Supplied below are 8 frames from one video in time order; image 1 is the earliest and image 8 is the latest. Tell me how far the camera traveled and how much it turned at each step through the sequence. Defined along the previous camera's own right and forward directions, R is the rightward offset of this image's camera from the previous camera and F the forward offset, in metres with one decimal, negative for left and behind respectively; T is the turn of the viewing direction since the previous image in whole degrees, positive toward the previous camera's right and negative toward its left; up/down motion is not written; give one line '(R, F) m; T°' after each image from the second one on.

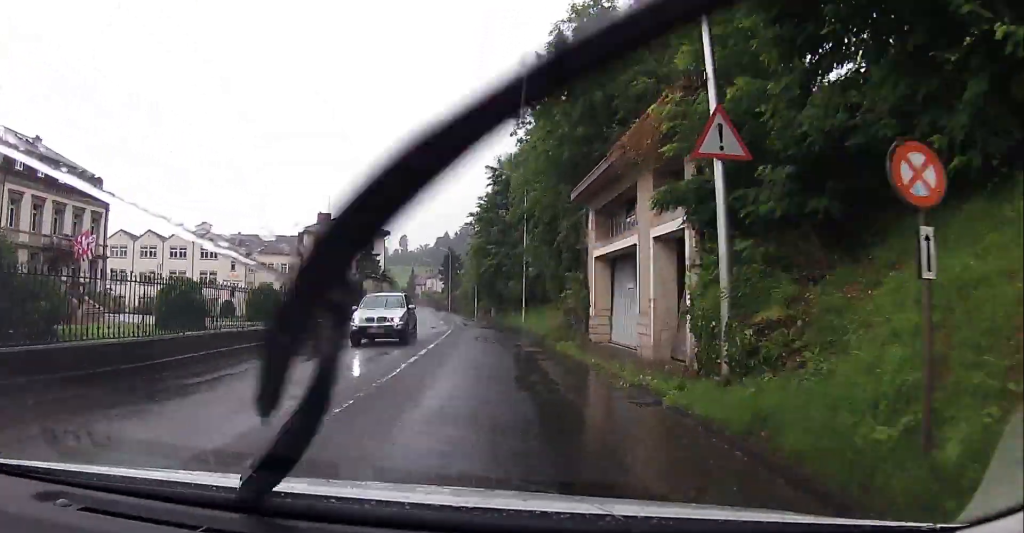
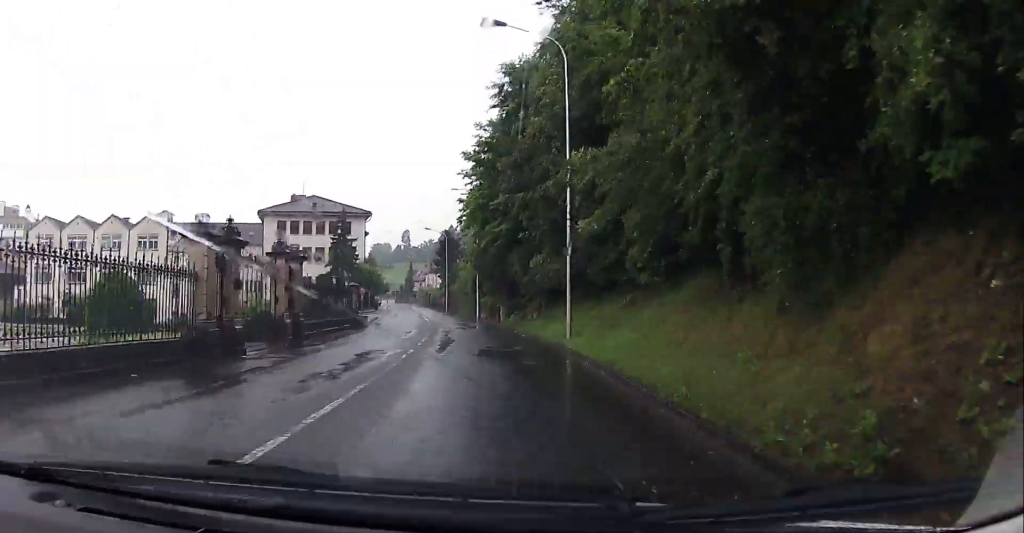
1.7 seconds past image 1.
(-0.6, +23.3) m; -4°
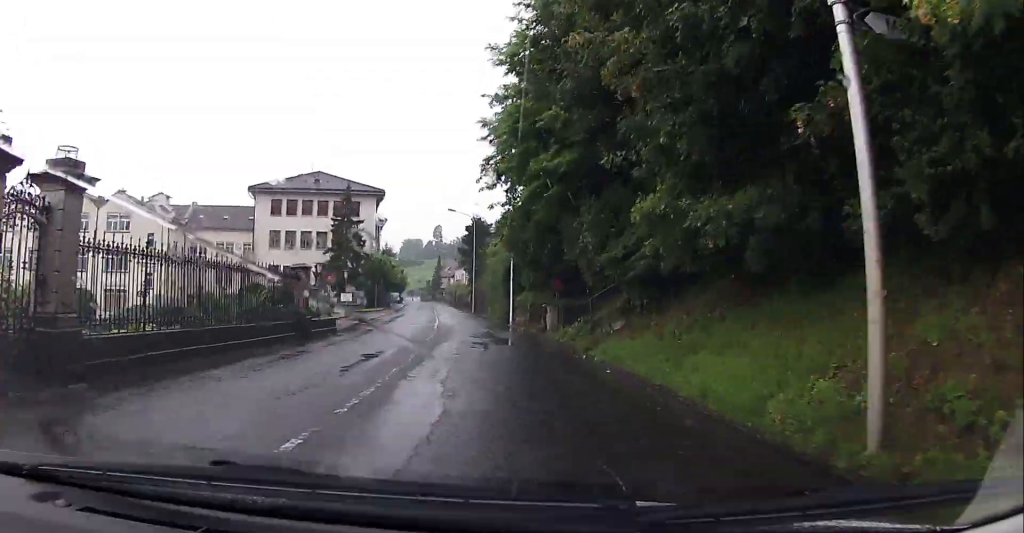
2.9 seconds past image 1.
(-0.4, +15.7) m; -2°
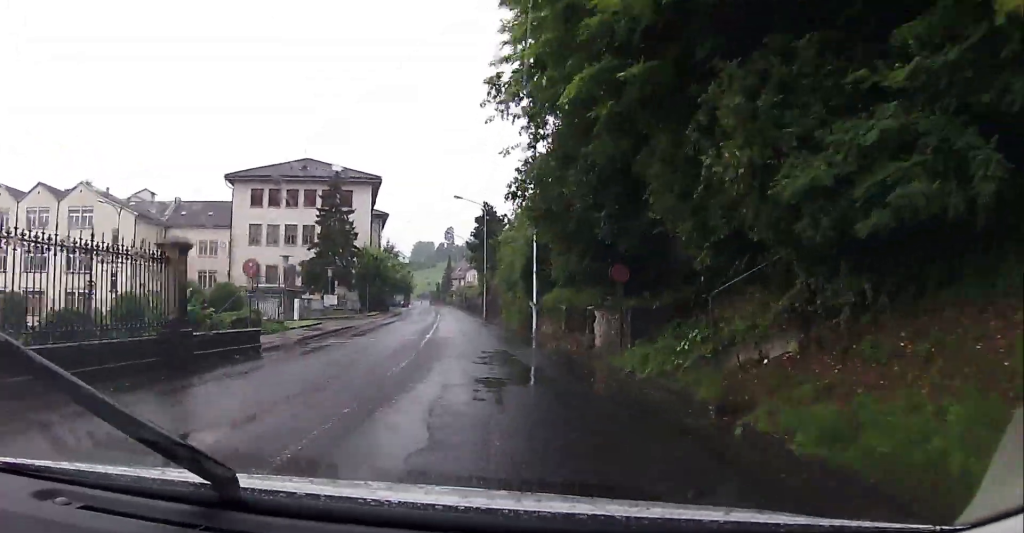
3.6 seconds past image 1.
(+0.1, +10.6) m; -1°
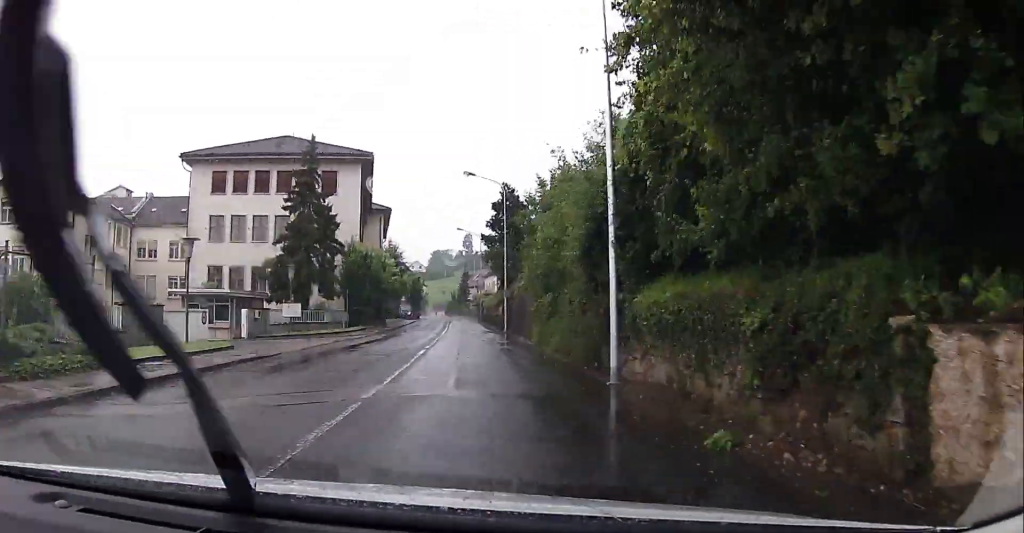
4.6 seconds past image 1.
(-0.3, +14.0) m; -3°
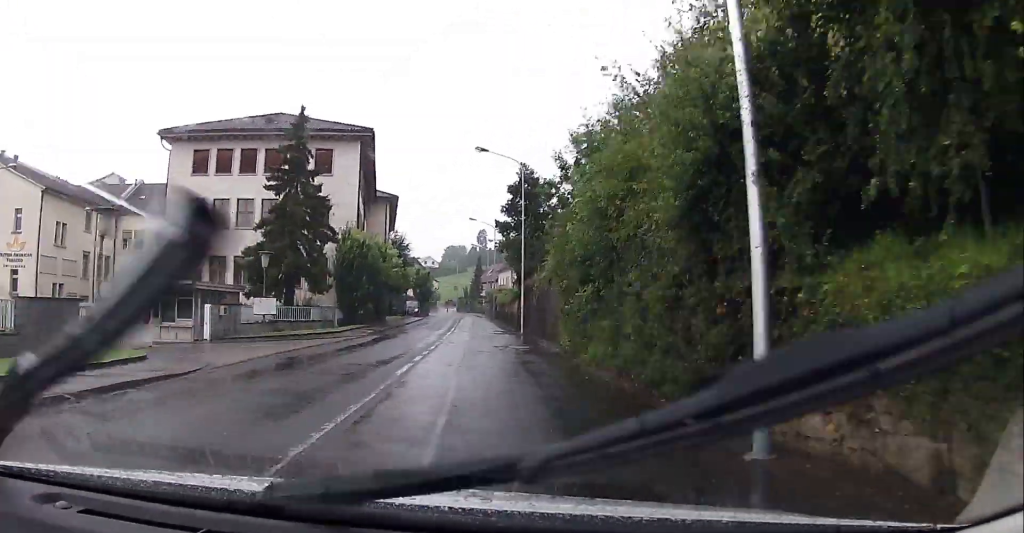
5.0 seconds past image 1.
(-0.1, +6.3) m; -1°
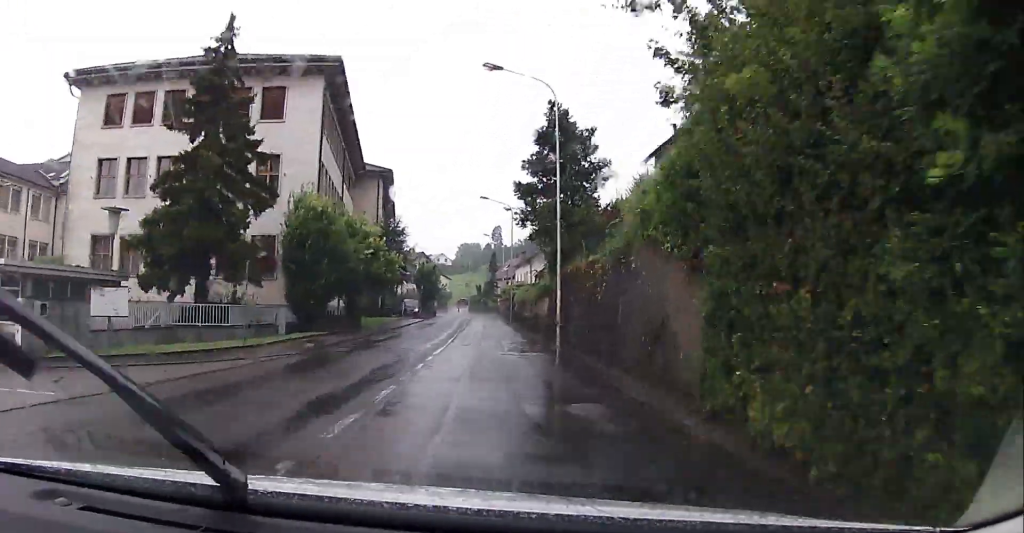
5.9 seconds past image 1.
(-0.3, +13.7) m; -1°
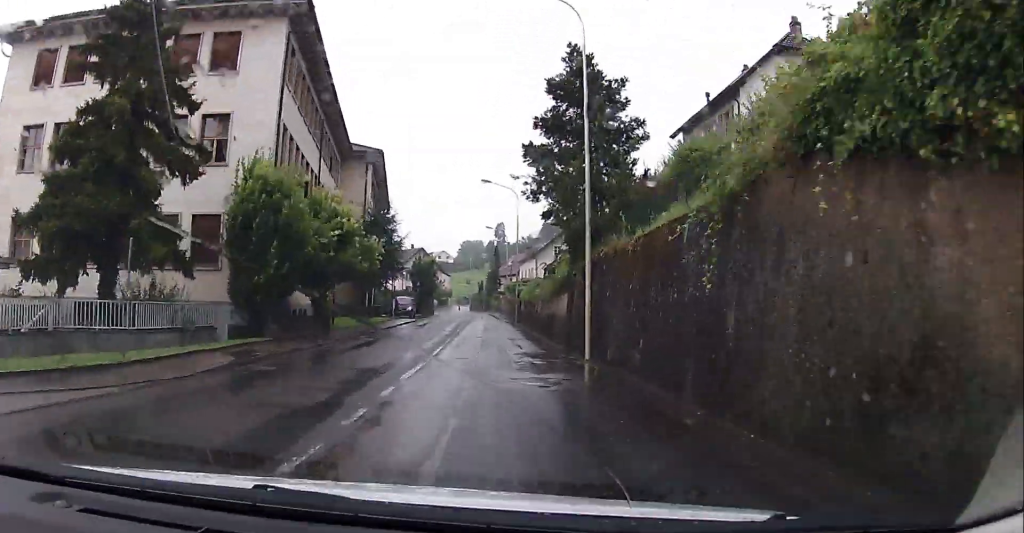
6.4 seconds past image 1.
(0.0, +6.9) m; 0°
